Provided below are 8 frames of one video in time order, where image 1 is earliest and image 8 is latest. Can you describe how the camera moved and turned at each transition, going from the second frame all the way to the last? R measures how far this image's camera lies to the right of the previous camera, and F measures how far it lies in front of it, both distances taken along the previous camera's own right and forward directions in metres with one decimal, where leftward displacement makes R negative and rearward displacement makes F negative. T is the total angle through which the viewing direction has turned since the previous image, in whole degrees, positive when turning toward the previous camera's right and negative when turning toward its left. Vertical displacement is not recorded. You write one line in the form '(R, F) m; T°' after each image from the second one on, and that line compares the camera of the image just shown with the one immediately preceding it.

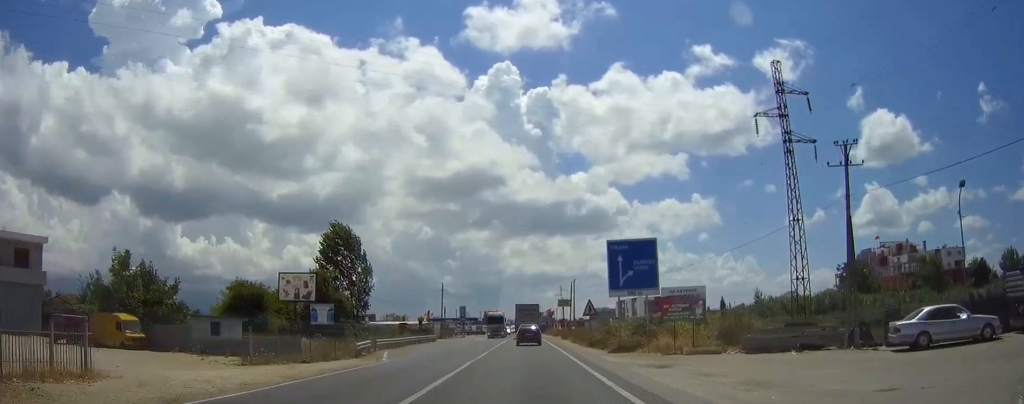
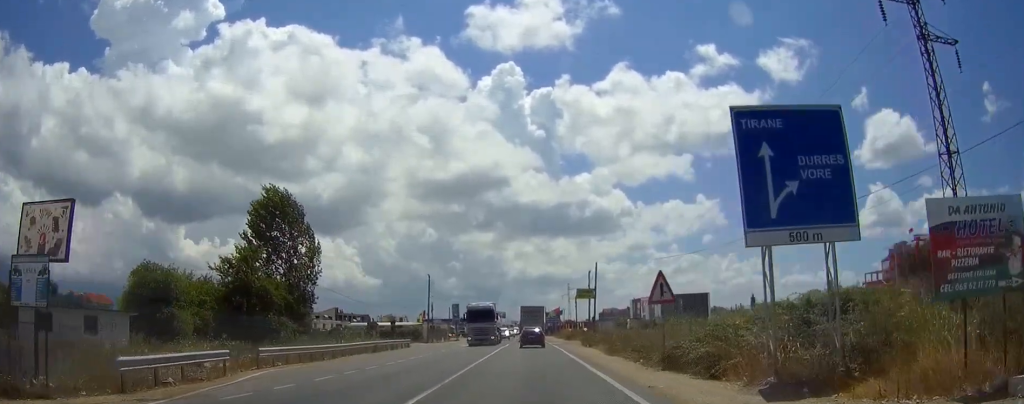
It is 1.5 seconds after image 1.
(+0.1, +21.8) m; 0°
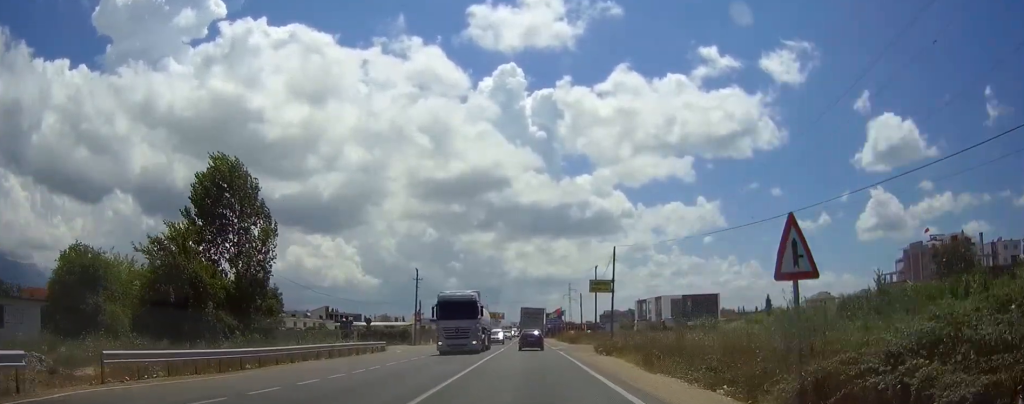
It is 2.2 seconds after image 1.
(-0.1, +10.4) m; 0°
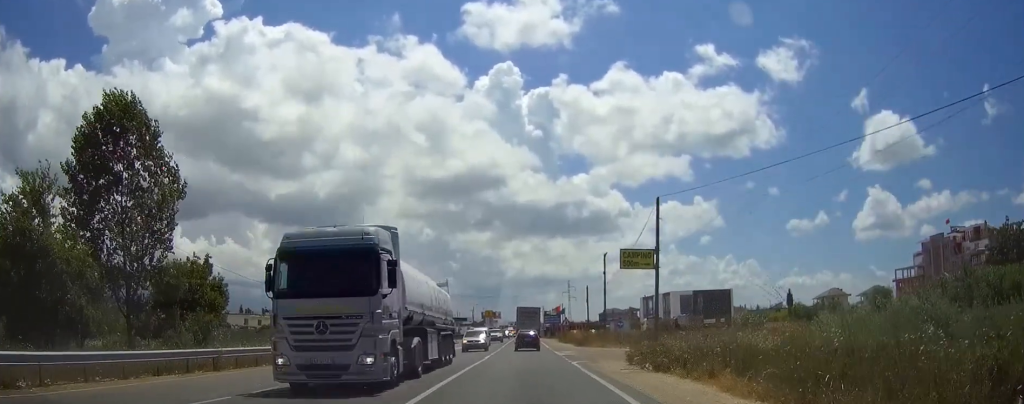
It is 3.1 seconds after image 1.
(0.0, +14.0) m; 0°
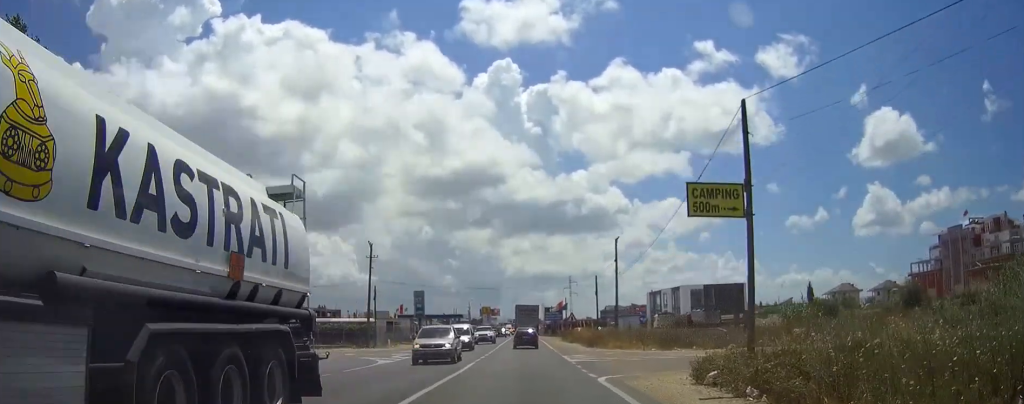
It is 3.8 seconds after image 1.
(0.0, +10.5) m; 0°
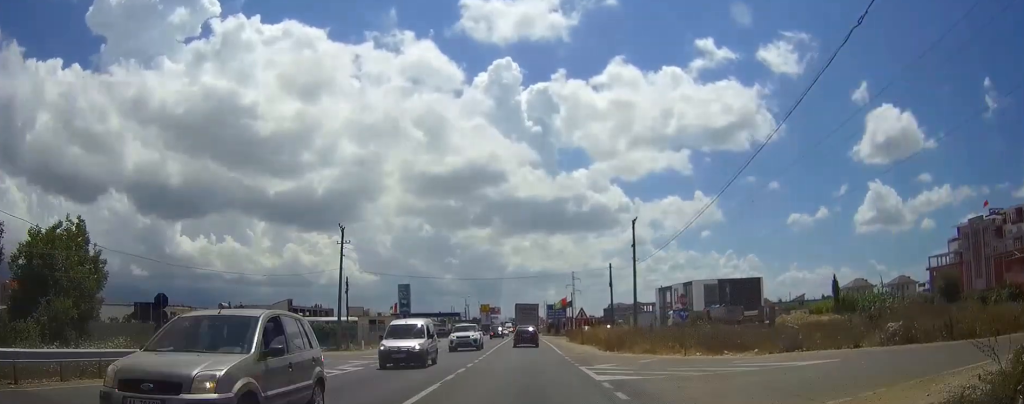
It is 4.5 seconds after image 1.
(0.0, +10.5) m; 0°
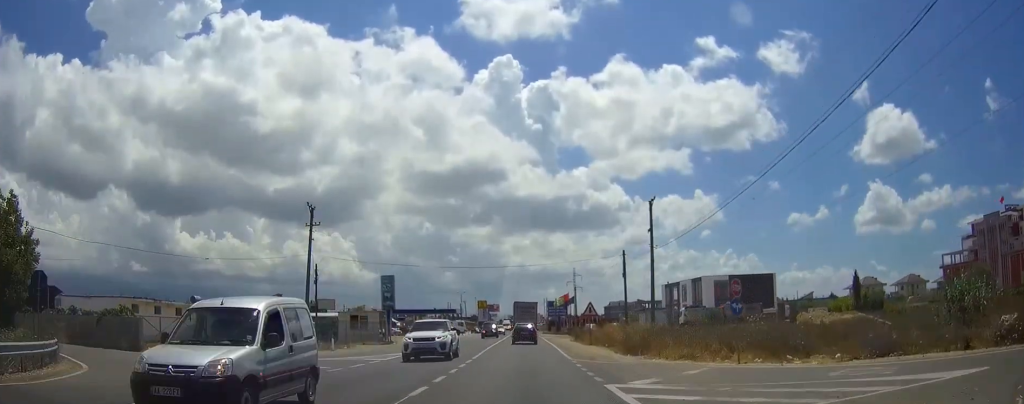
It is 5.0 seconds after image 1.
(+0.1, +8.0) m; 0°
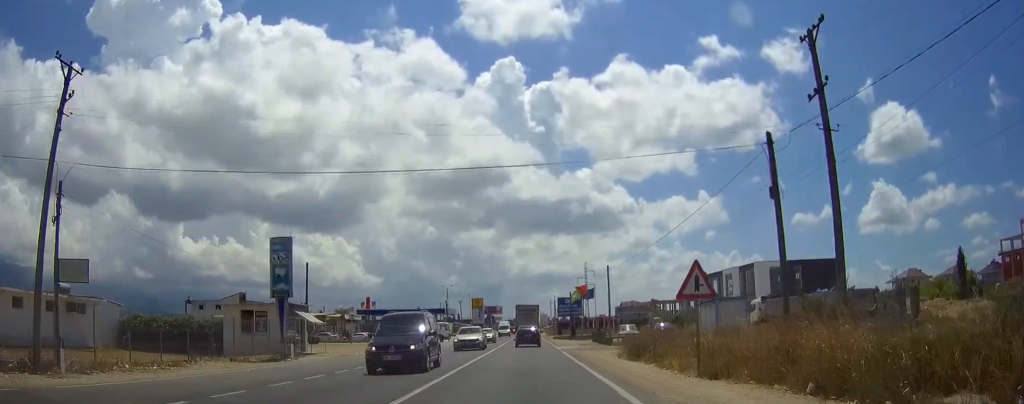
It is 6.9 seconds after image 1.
(-0.2, +28.6) m; 0°
